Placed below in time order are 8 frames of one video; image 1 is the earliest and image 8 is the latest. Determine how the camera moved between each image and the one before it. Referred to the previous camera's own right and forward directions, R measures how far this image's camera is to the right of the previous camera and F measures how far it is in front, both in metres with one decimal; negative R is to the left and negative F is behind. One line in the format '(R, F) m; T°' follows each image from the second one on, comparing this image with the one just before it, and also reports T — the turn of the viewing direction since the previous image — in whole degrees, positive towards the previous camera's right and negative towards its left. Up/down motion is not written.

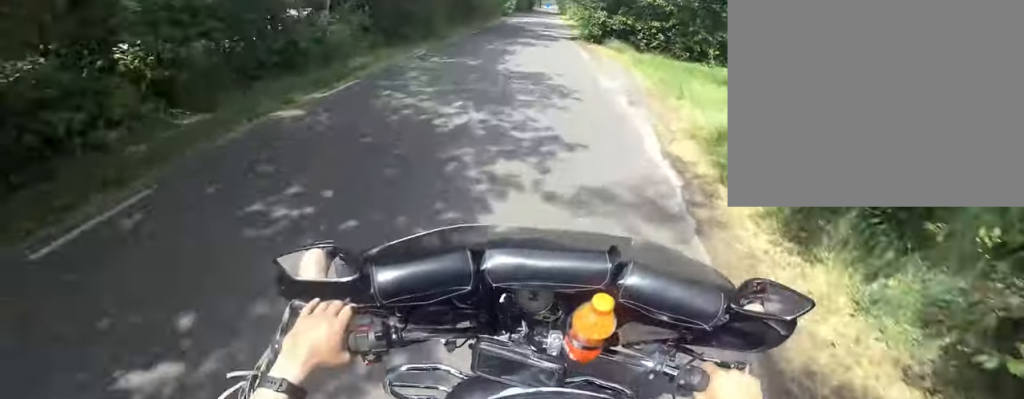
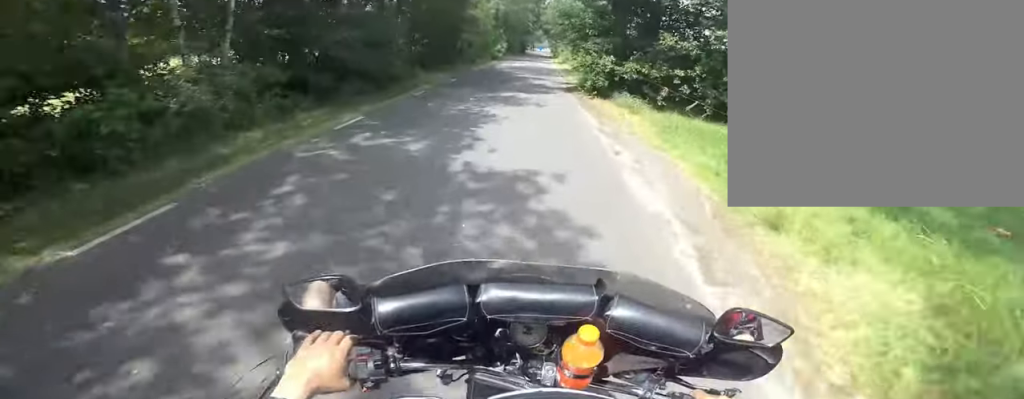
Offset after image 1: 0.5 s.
(+0.1, +3.6) m; +1°
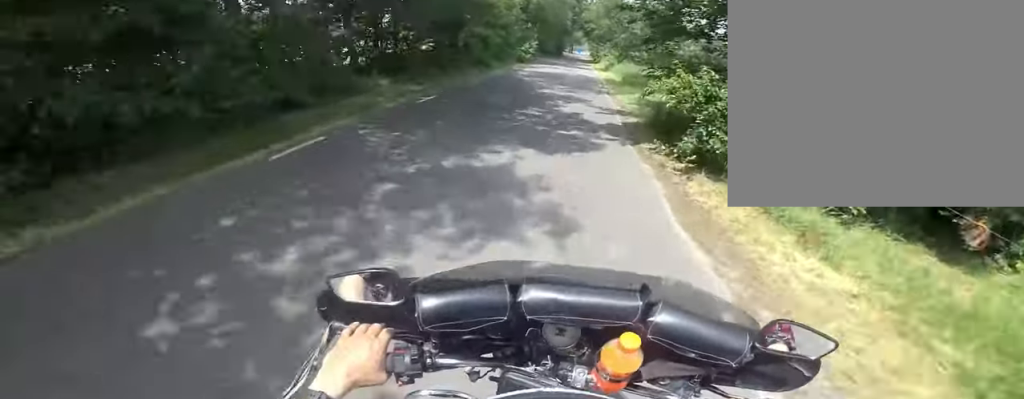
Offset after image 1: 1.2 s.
(+0.3, +6.4) m; +3°
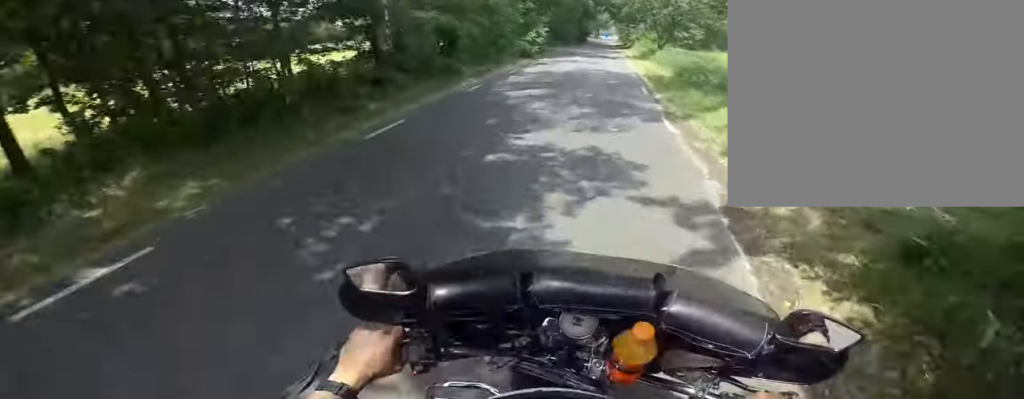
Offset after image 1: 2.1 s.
(0.0, +7.0) m; +1°
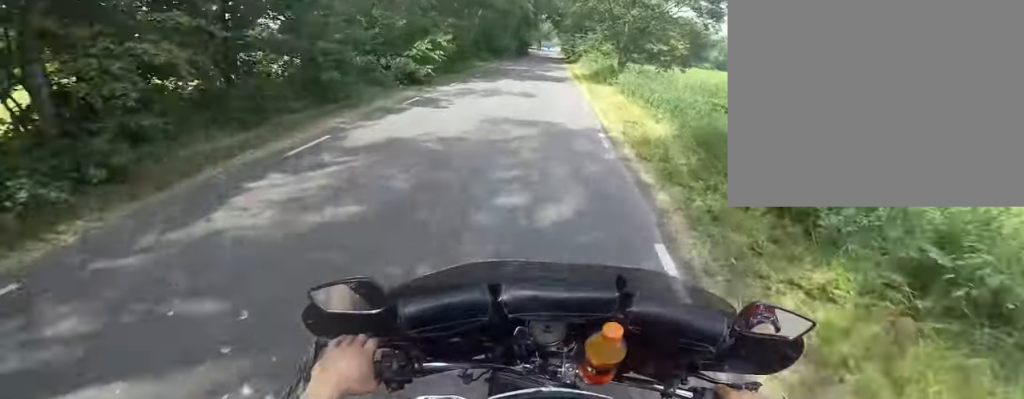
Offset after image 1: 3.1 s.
(+0.1, +8.6) m; +9°
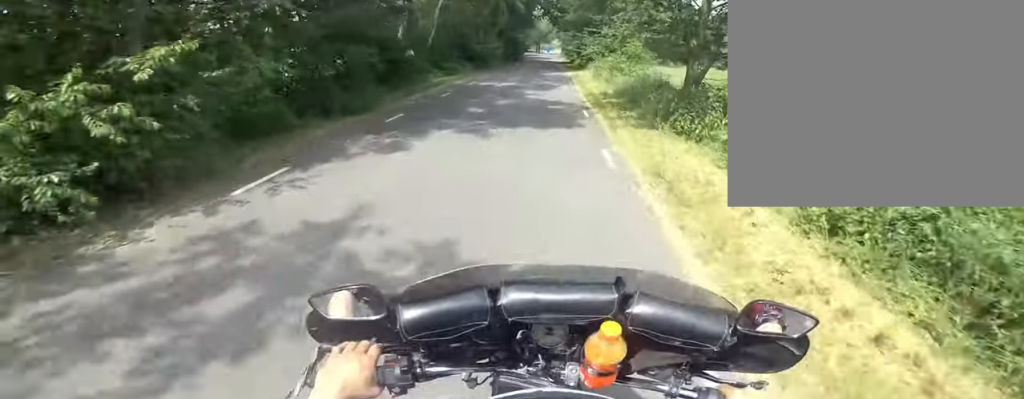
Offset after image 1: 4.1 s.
(+1.3, +9.3) m; +4°
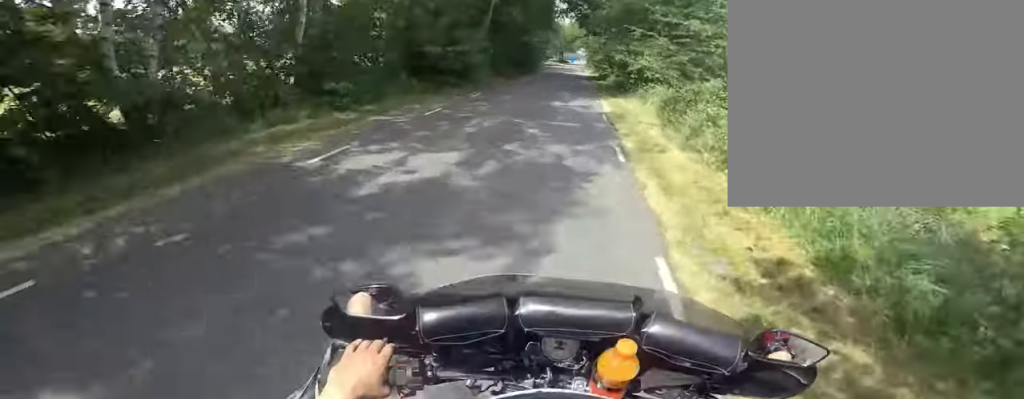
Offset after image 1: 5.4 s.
(-1.0, +11.2) m; -6°
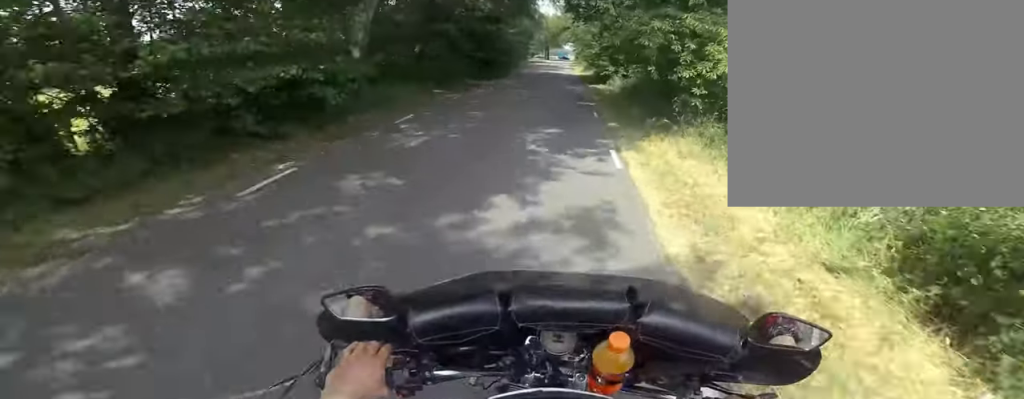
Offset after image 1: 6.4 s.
(-0.2, +8.9) m; -3°
